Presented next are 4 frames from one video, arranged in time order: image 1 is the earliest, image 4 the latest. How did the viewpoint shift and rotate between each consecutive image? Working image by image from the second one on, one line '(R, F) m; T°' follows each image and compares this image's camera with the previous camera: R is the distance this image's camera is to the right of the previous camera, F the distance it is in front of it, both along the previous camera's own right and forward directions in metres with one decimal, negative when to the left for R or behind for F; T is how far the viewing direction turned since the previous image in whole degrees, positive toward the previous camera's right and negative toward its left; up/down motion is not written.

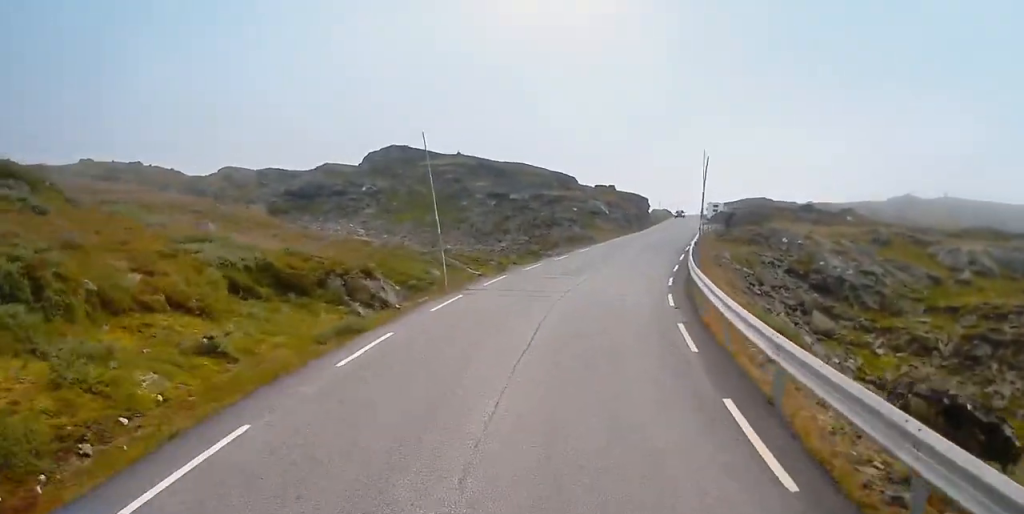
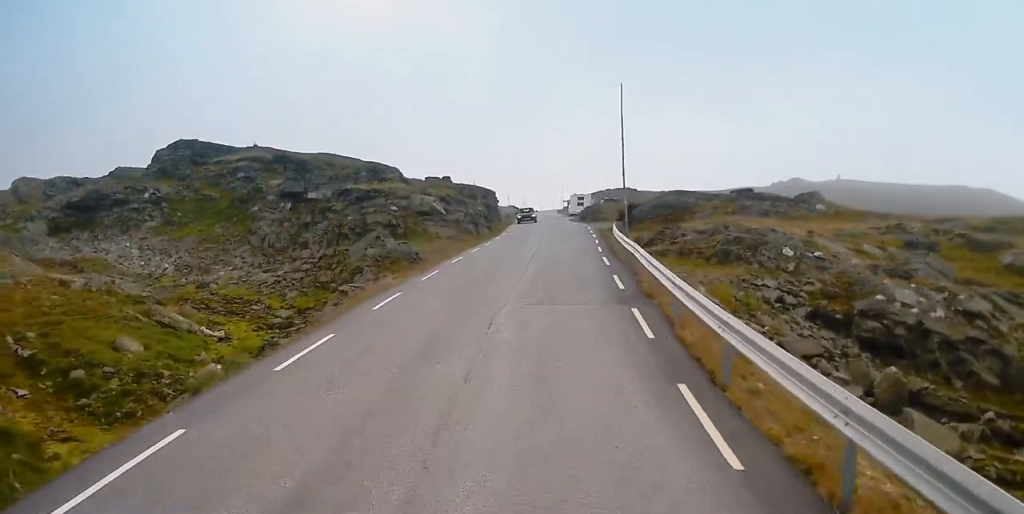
(+2.3, +23.4) m; +9°
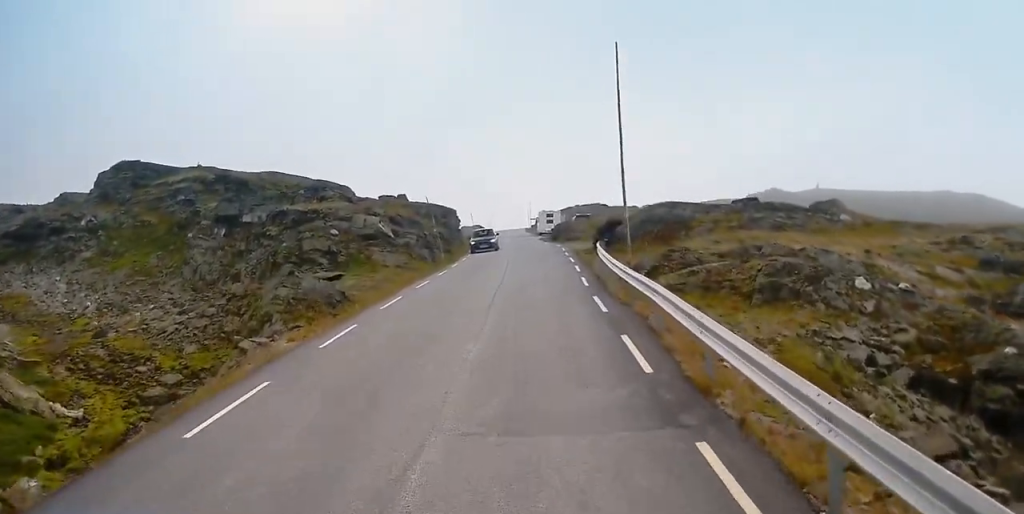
(0.0, +8.3) m; 0°
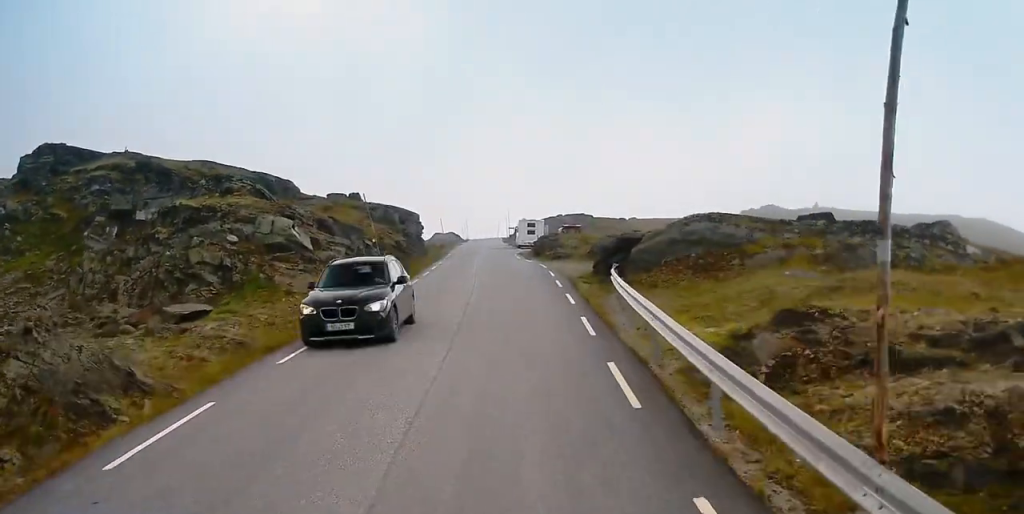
(0.0, +13.2) m; +1°
